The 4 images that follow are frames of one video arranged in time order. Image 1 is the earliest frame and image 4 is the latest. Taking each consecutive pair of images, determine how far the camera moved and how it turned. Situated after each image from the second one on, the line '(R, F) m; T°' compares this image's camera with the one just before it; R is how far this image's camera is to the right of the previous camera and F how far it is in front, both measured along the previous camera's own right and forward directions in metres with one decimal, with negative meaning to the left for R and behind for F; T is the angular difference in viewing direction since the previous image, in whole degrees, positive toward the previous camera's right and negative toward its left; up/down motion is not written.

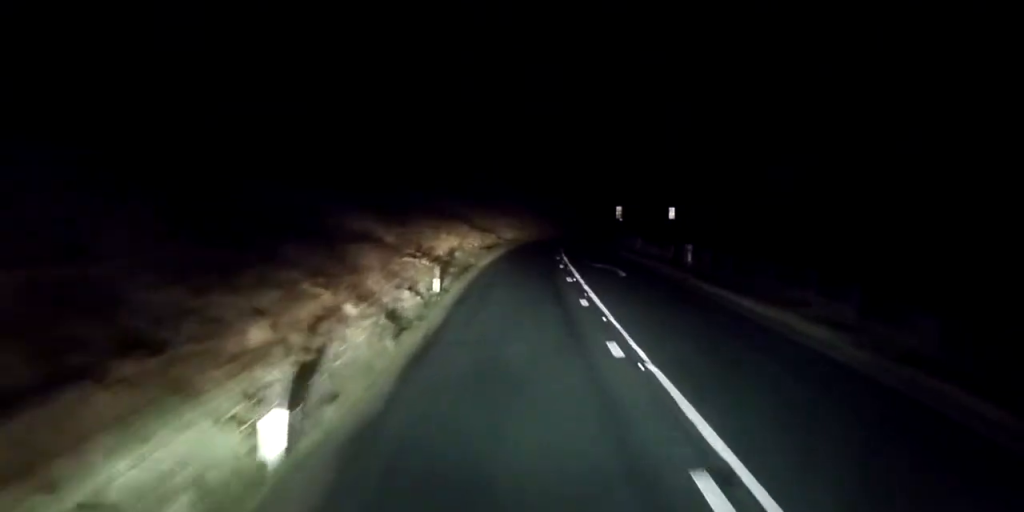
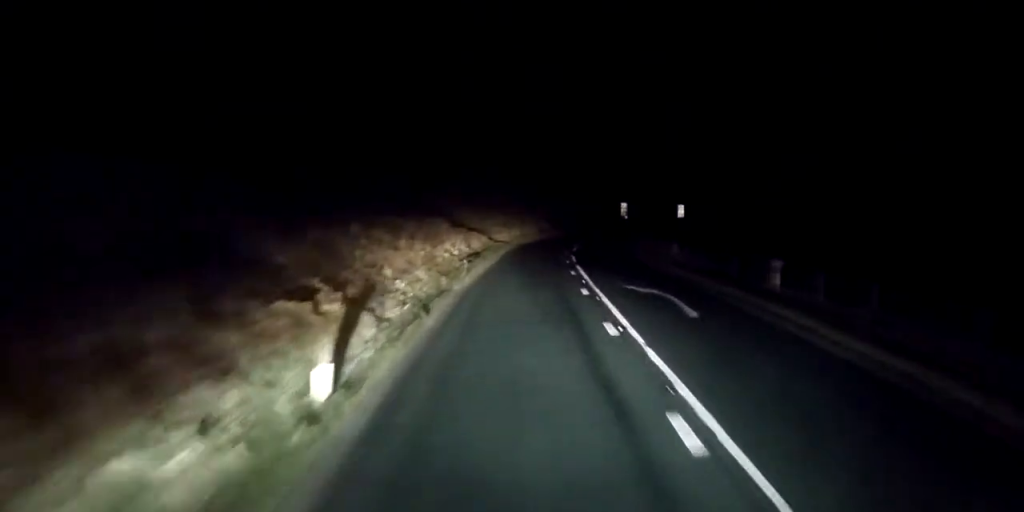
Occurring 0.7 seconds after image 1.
(0.0, +10.5) m; +2°
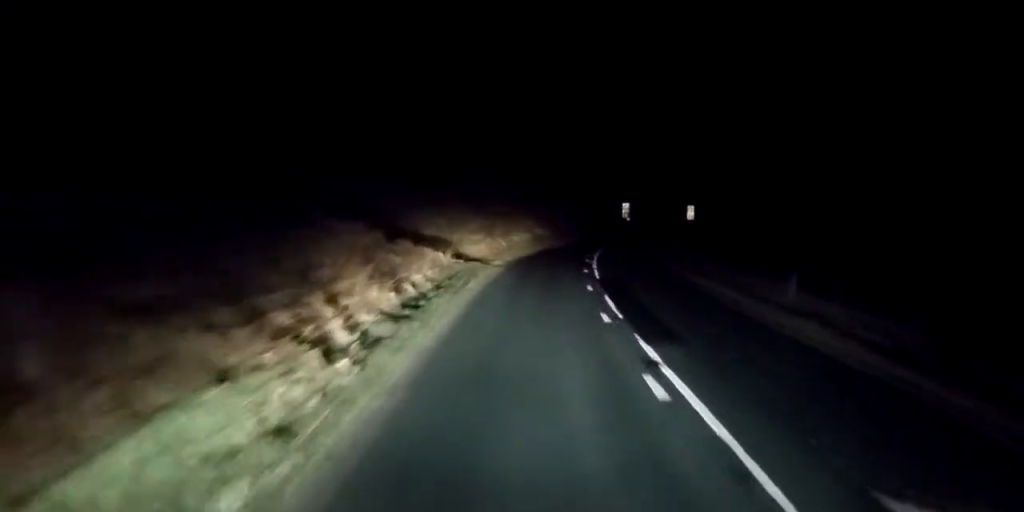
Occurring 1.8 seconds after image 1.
(+0.5, +16.2) m; +4°
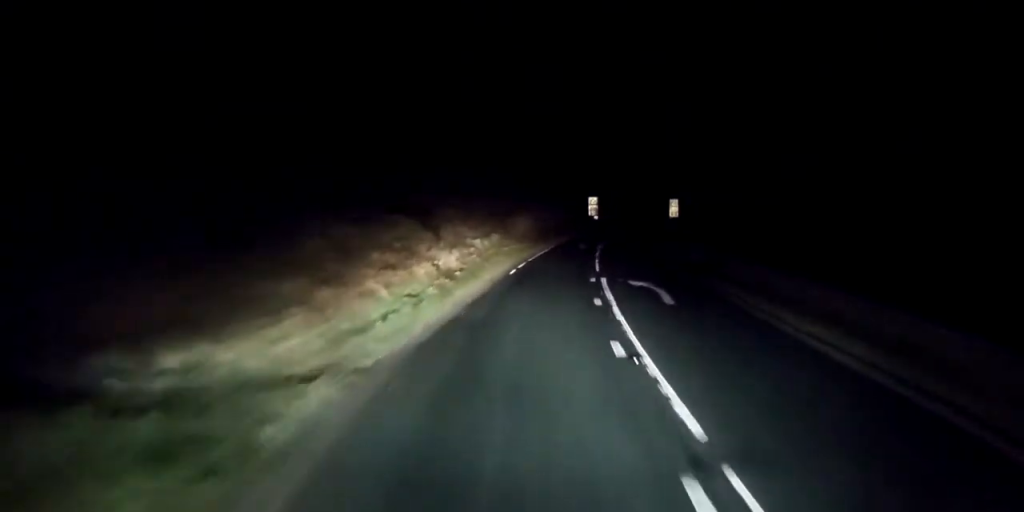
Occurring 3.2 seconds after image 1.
(+0.7, +21.9) m; +2°
